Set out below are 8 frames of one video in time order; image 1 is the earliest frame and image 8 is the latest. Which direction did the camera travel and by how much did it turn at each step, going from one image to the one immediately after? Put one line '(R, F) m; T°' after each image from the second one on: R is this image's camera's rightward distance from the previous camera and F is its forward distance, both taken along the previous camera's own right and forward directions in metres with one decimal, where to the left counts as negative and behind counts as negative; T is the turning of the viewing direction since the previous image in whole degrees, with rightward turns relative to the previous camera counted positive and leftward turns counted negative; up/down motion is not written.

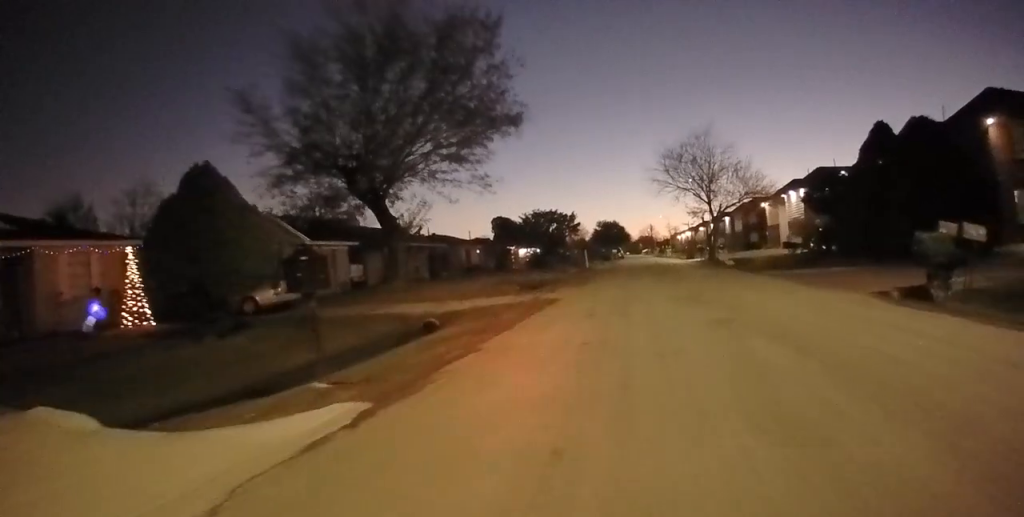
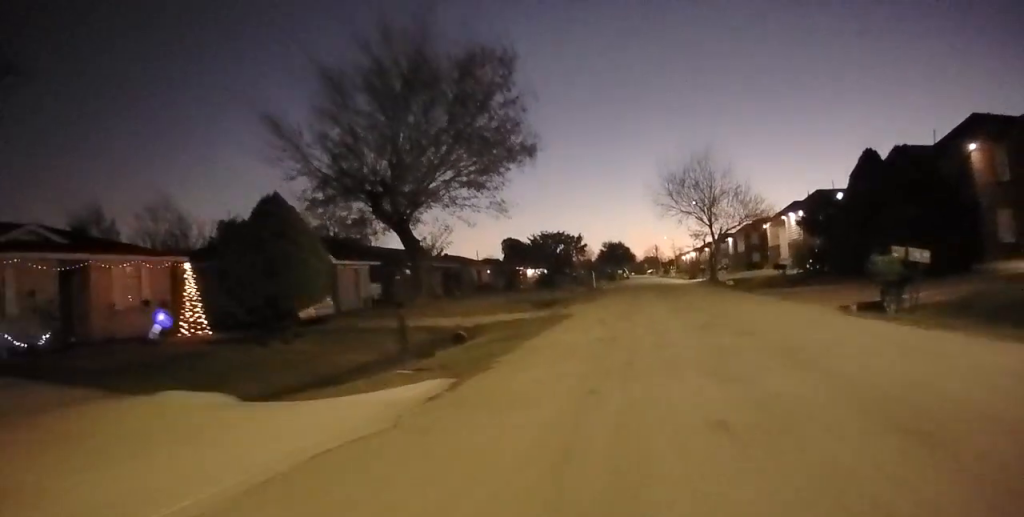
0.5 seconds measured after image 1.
(0.0, +2.0) m; 0°
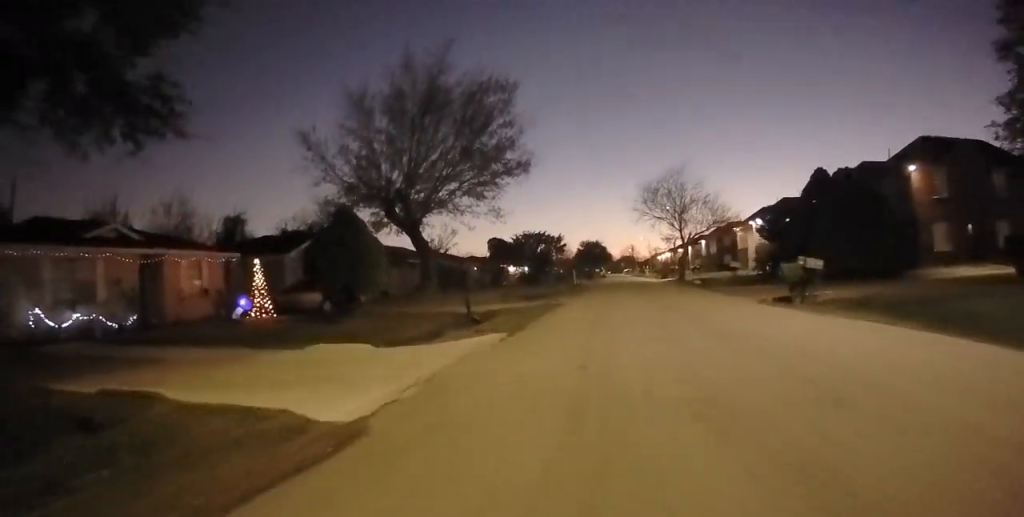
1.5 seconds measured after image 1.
(0.0, +4.5) m; 0°
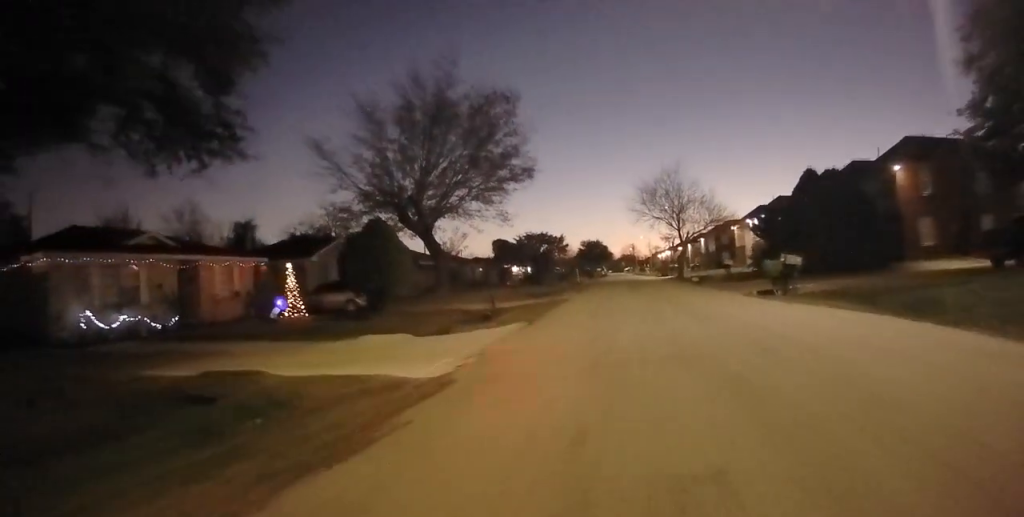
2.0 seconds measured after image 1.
(0.0, +1.9) m; 0°
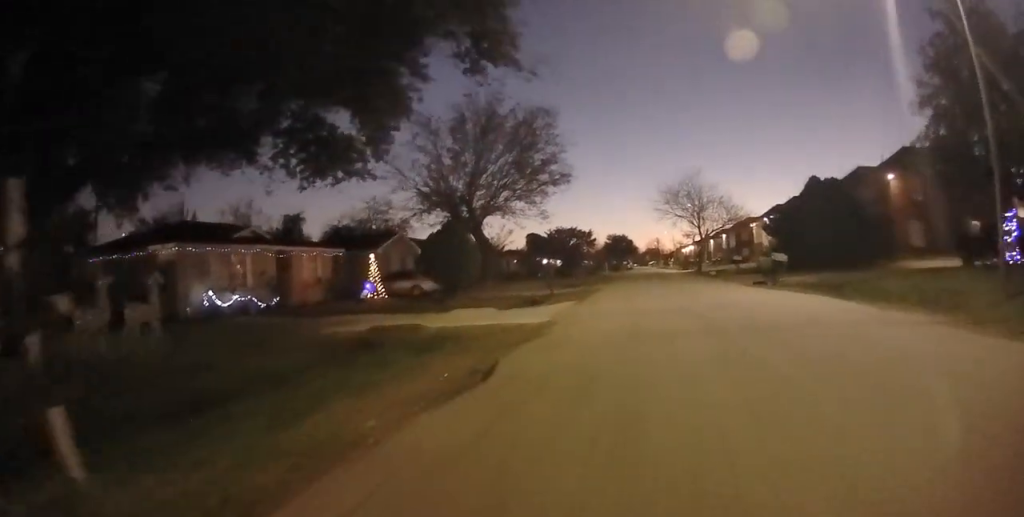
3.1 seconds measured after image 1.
(0.0, +4.6) m; 0°
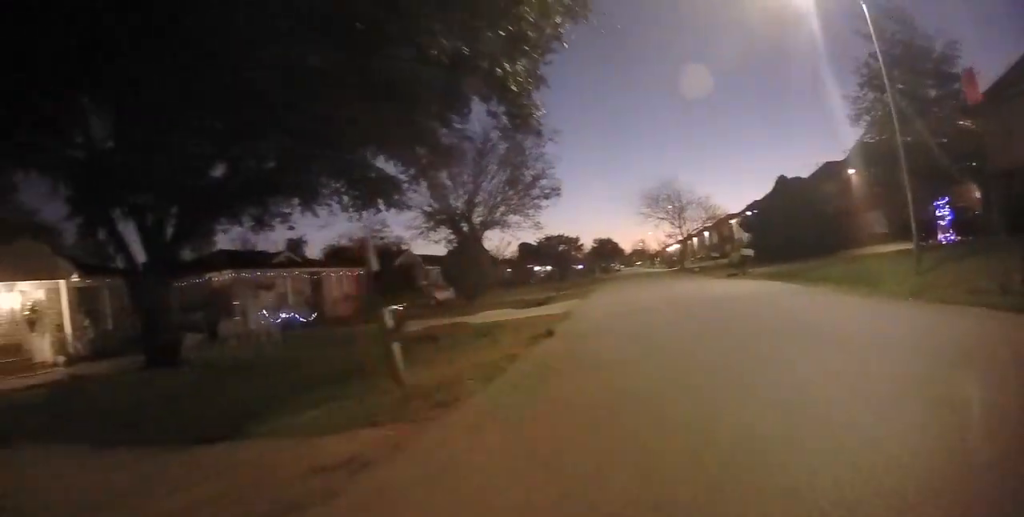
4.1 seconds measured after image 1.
(0.0, +3.7) m; 0°
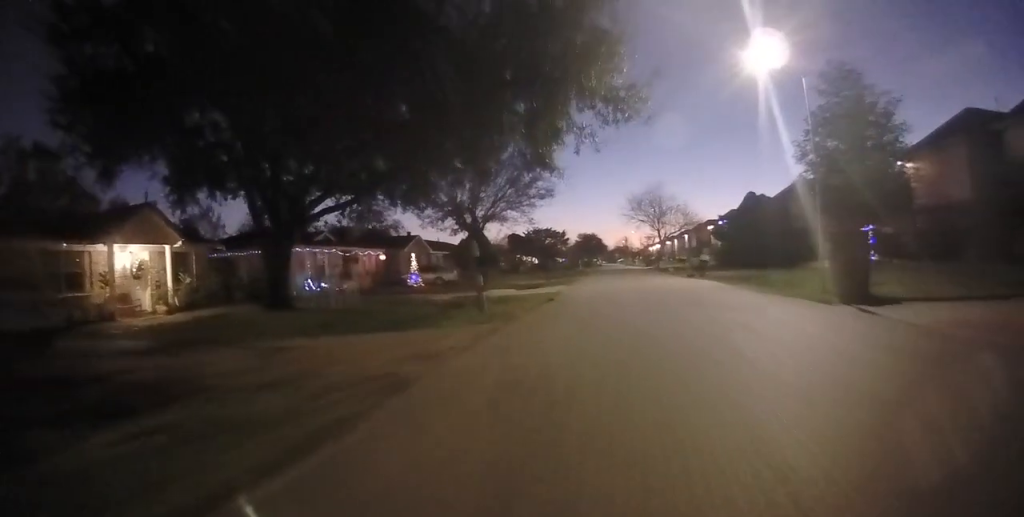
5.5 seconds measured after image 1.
(0.0, +5.6) m; 0°
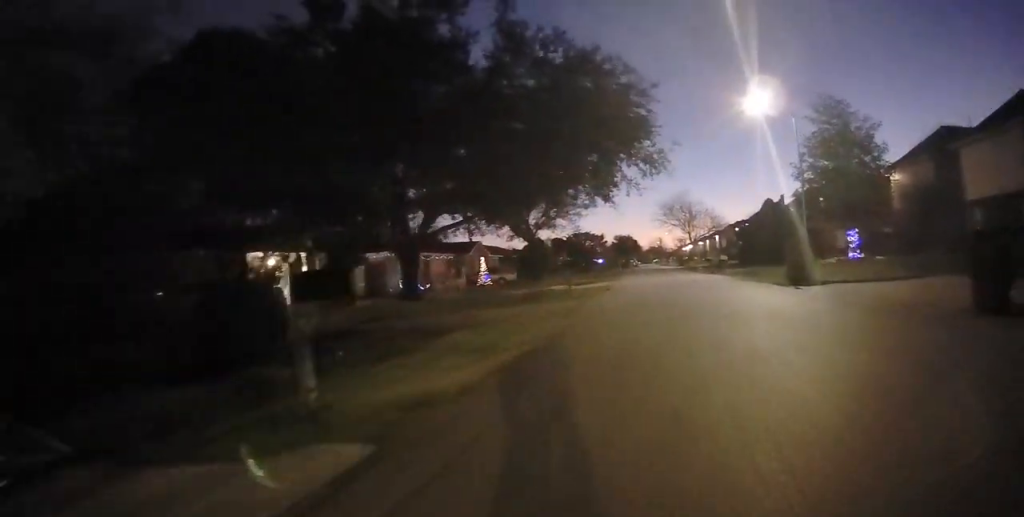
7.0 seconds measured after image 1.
(0.0, +6.6) m; 0°
